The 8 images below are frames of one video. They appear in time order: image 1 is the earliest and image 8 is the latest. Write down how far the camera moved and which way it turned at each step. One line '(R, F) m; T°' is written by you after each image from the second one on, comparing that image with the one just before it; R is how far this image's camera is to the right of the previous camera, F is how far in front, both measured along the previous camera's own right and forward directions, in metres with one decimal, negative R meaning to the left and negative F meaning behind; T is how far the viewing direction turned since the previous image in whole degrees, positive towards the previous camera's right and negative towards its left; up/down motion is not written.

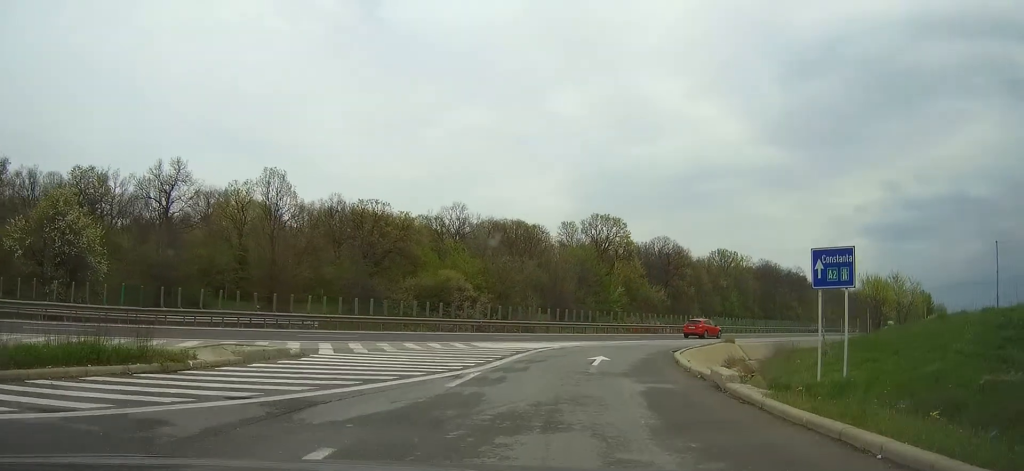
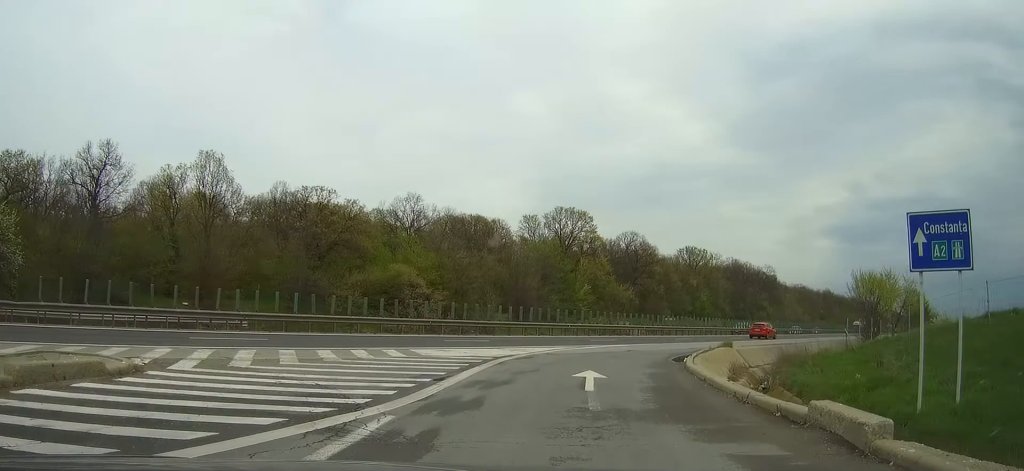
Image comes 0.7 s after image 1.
(-0.1, +7.0) m; +2°
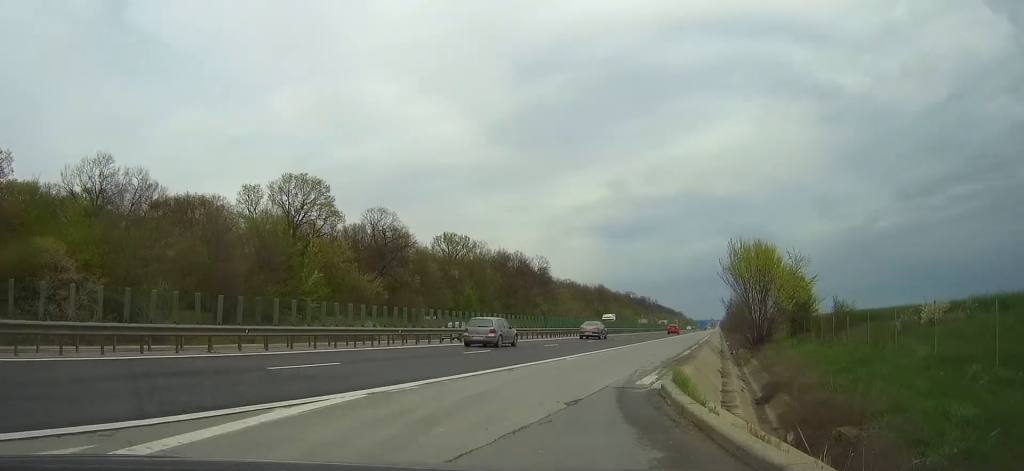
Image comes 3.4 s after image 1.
(+3.9, +23.9) m; +23°
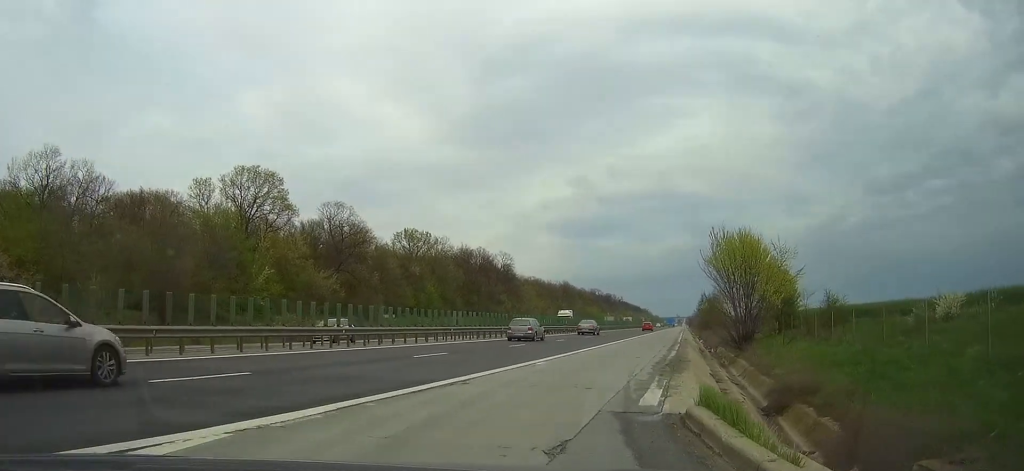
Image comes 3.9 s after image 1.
(+0.1, +4.0) m; +5°
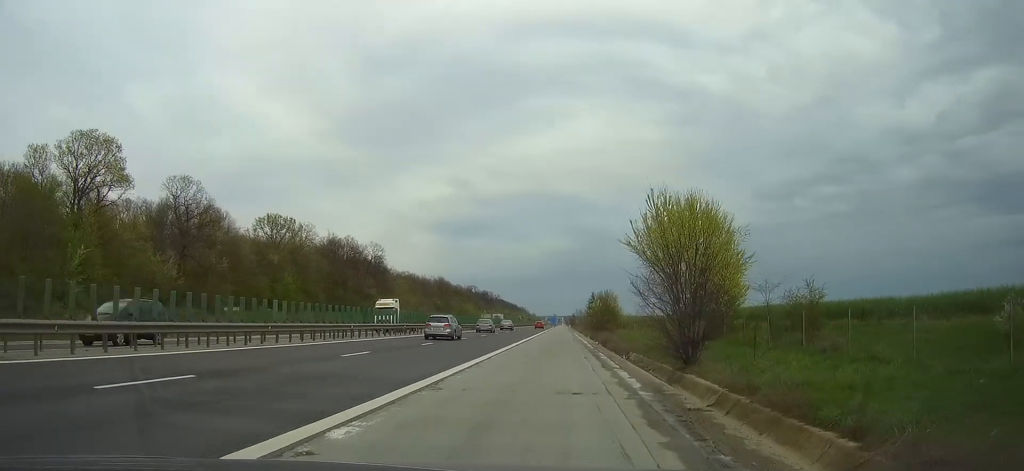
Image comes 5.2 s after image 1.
(+1.0, +12.2) m; +7°
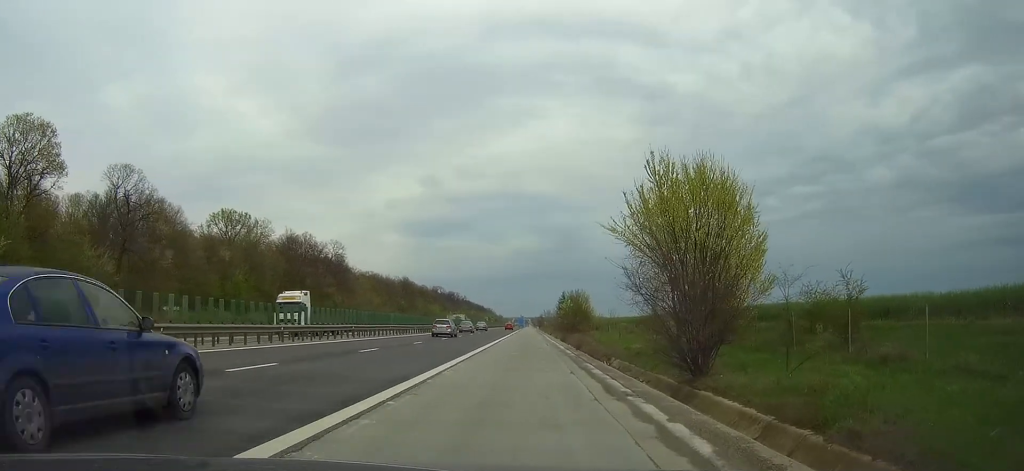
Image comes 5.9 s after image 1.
(0.0, +6.1) m; +2°
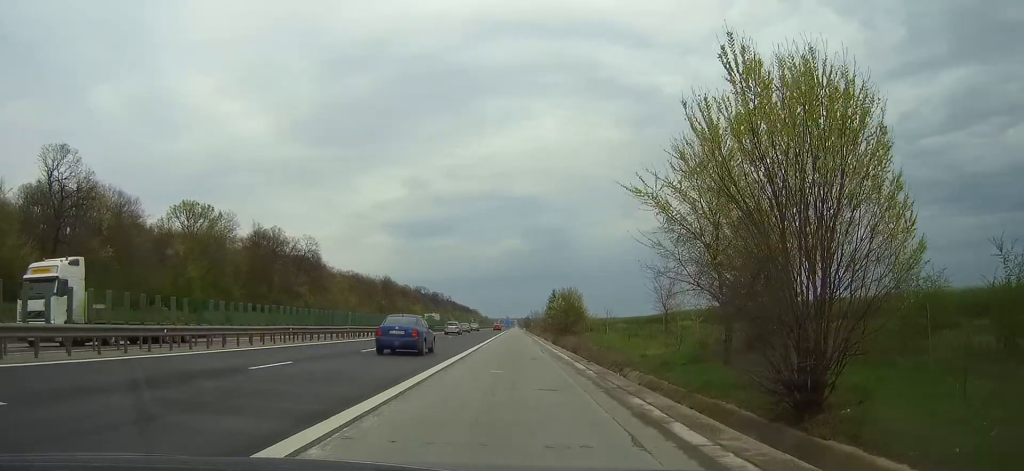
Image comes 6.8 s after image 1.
(+0.5, +9.5) m; +2°
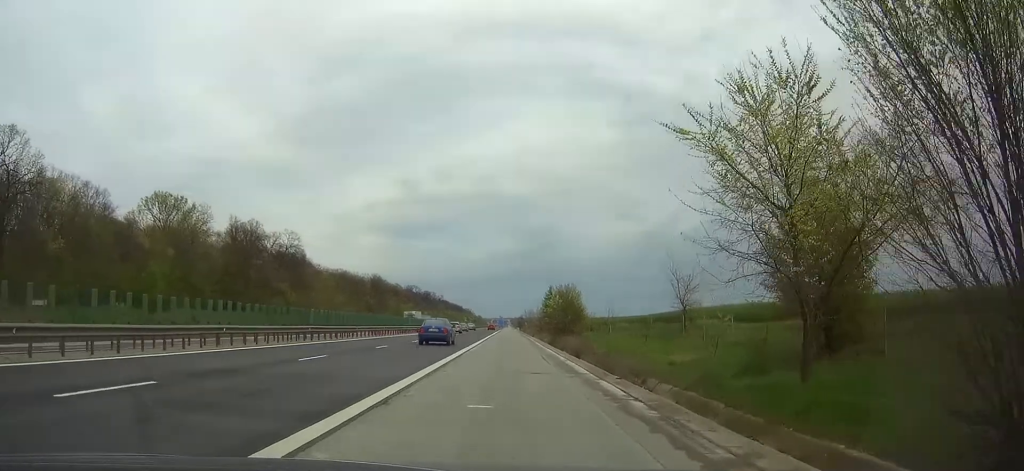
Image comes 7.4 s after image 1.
(-0.1, +7.1) m; 0°
